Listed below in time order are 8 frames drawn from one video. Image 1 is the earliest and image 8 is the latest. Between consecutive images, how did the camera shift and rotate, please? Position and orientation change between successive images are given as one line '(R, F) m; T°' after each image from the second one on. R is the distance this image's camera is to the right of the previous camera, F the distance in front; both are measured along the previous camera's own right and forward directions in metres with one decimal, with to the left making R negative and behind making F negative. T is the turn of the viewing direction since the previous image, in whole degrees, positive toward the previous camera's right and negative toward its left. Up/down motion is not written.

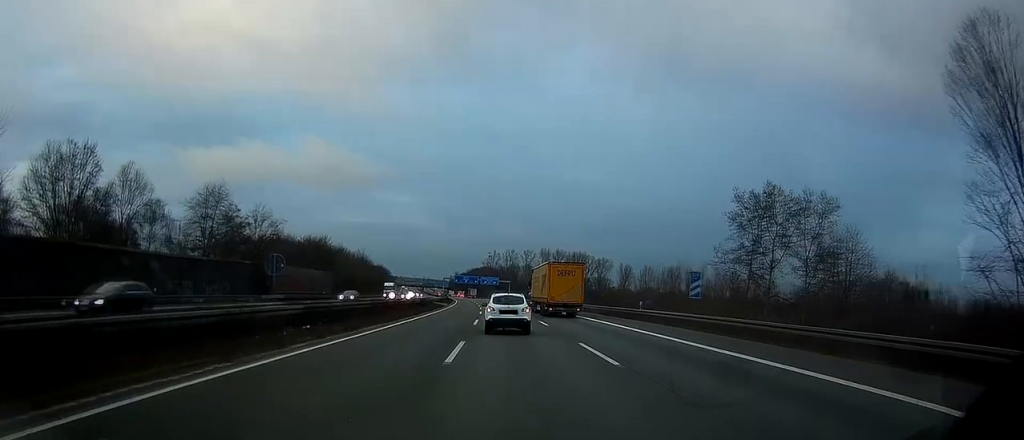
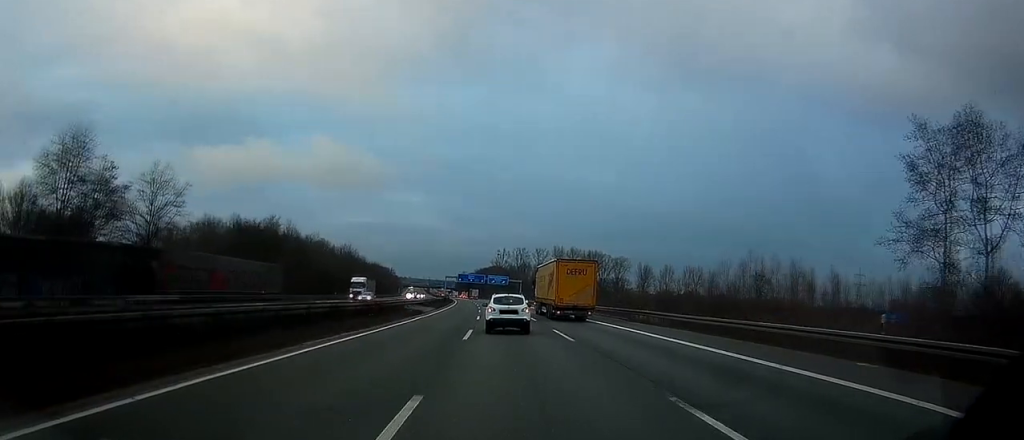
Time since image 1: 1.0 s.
(0.0, +28.1) m; -1°
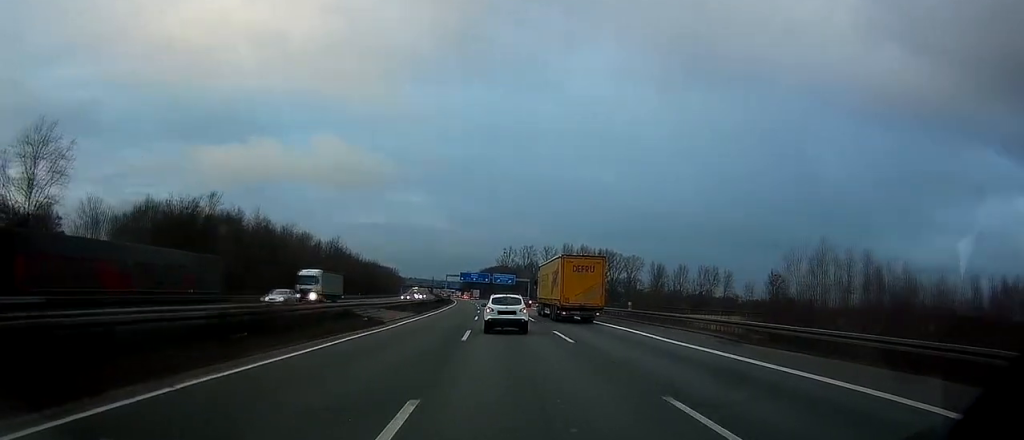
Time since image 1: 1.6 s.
(0.0, +18.0) m; -1°
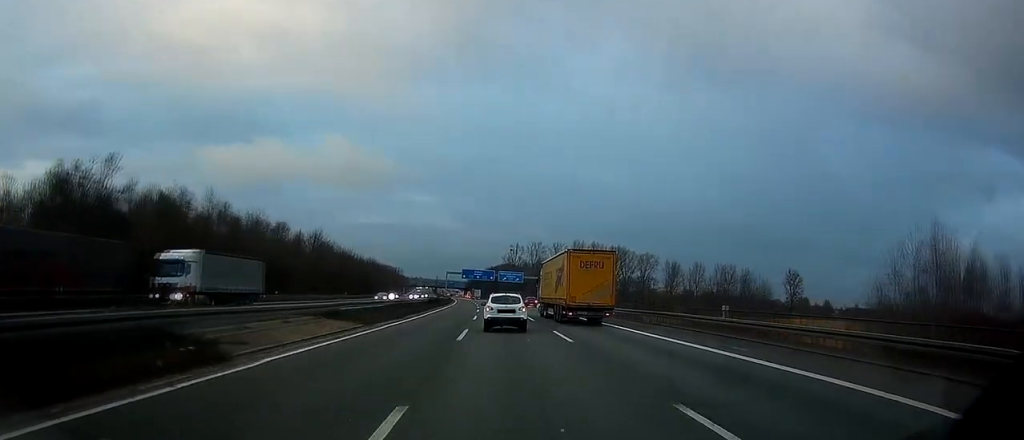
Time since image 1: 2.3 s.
(-0.5, +18.4) m; -1°
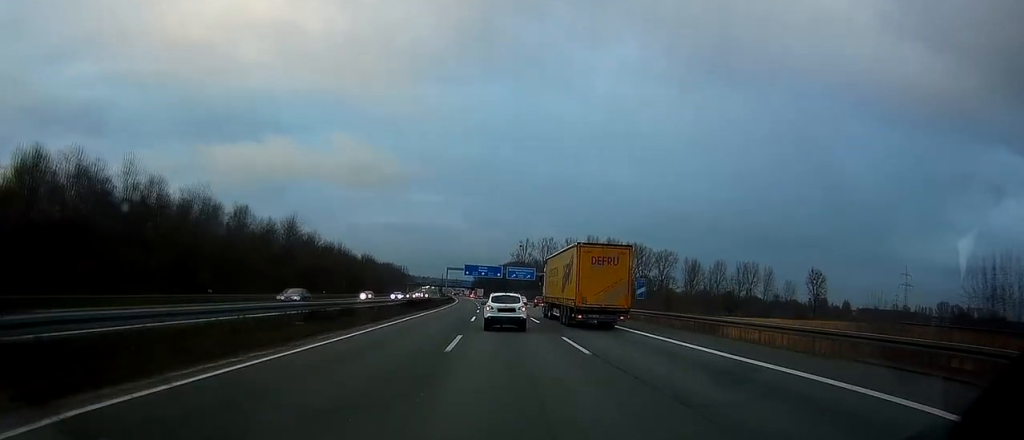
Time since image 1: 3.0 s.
(0.0, +21.4) m; -1°
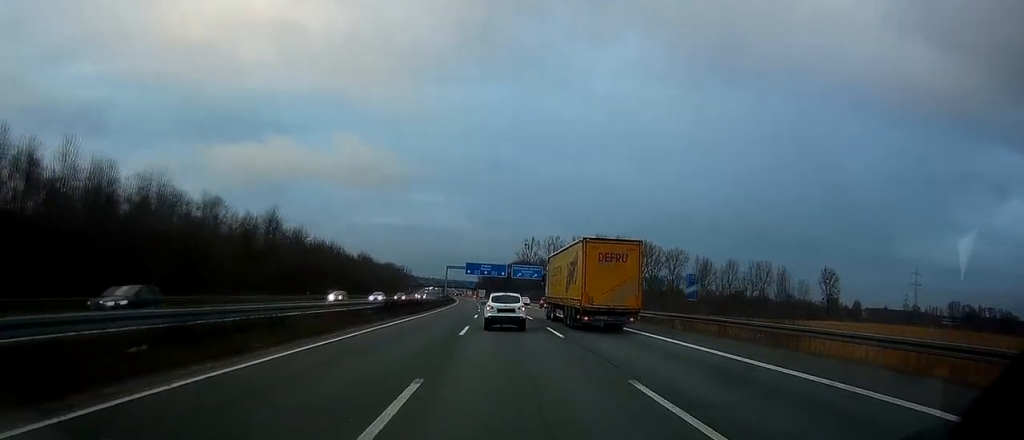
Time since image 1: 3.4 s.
(+0.1, +11.4) m; 0°
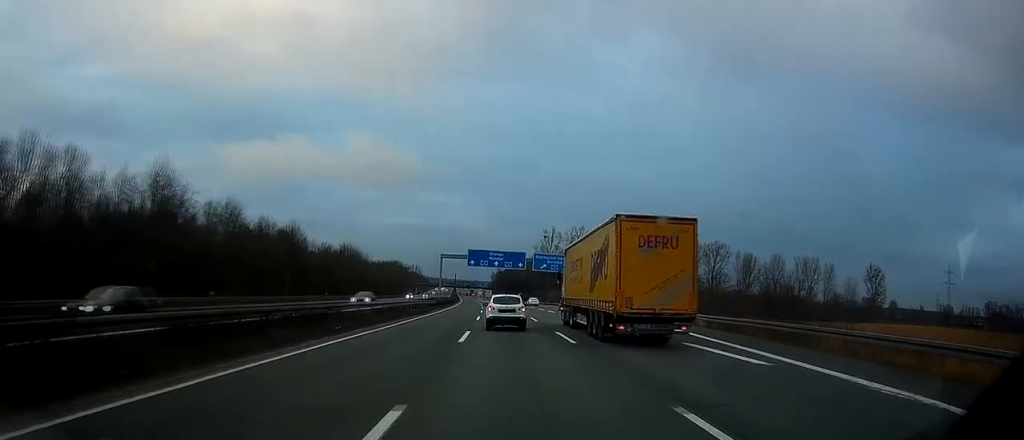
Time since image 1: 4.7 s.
(-0.7, +38.2) m; -1°
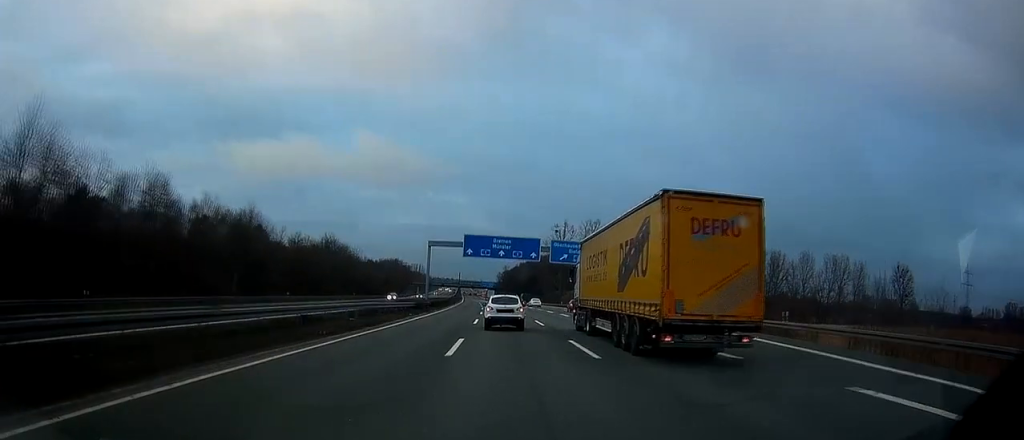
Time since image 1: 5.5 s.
(-0.1, +22.4) m; -1°
